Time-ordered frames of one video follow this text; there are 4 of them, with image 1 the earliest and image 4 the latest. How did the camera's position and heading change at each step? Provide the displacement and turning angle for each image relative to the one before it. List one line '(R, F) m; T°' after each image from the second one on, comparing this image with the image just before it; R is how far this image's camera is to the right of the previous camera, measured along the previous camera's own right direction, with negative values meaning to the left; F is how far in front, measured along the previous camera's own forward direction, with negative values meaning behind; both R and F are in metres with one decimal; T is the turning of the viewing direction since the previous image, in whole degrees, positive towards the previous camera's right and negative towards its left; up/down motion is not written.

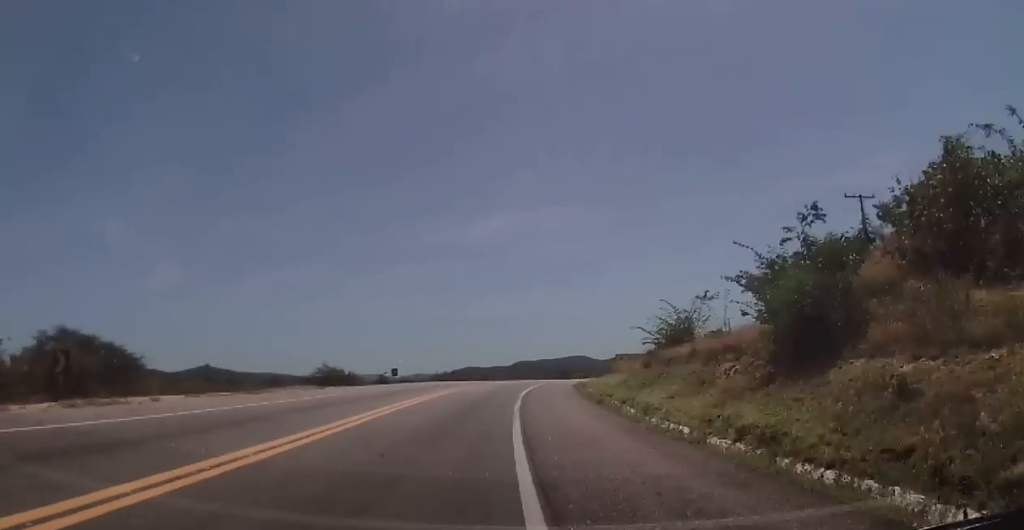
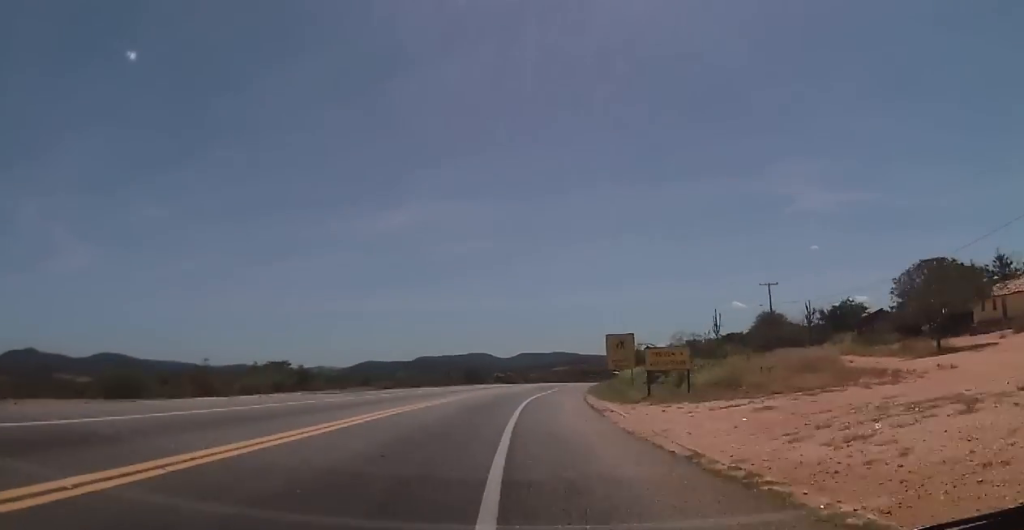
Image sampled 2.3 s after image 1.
(+5.3, +66.3) m; +9°
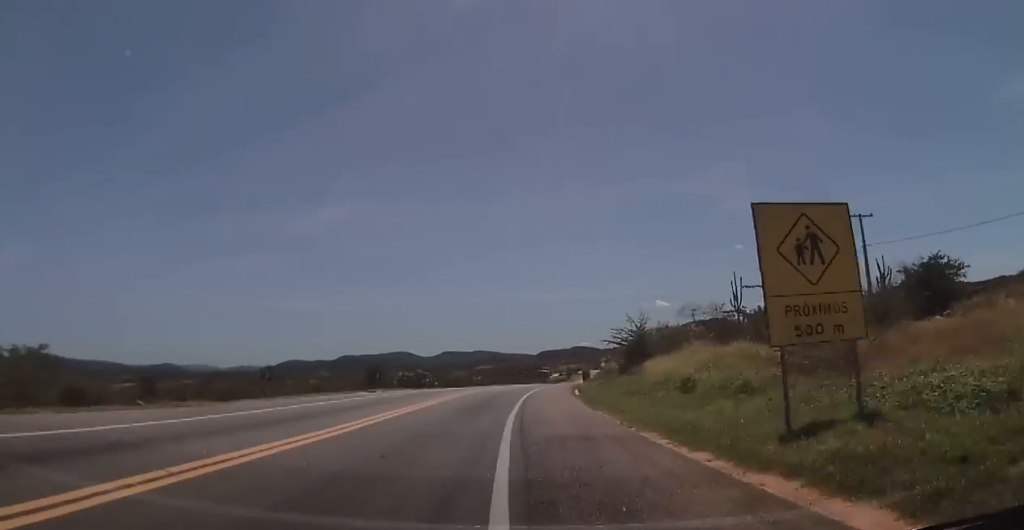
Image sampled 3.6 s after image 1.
(+1.0, +37.4) m; +4°
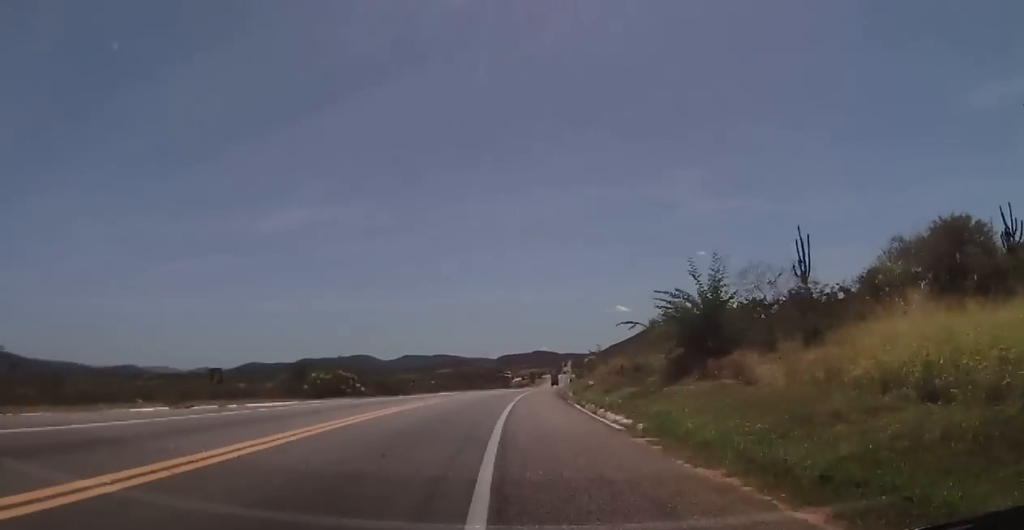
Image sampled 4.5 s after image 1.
(+0.7, +23.5) m; +4°
